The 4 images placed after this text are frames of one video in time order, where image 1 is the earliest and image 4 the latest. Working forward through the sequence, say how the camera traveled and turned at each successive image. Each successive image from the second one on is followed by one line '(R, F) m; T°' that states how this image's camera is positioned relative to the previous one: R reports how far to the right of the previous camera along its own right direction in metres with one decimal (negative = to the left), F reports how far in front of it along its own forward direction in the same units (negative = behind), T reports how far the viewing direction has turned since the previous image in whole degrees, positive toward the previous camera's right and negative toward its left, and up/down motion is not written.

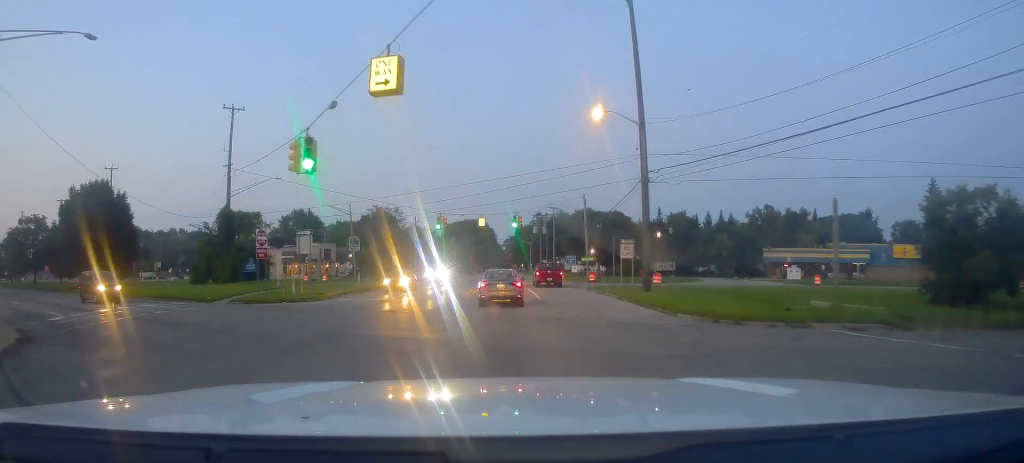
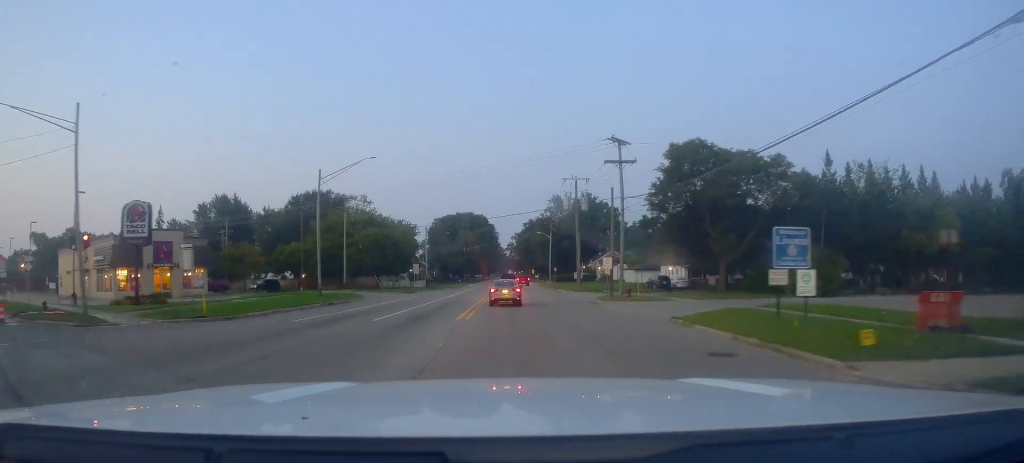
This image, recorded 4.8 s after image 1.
(-0.4, +56.1) m; -2°
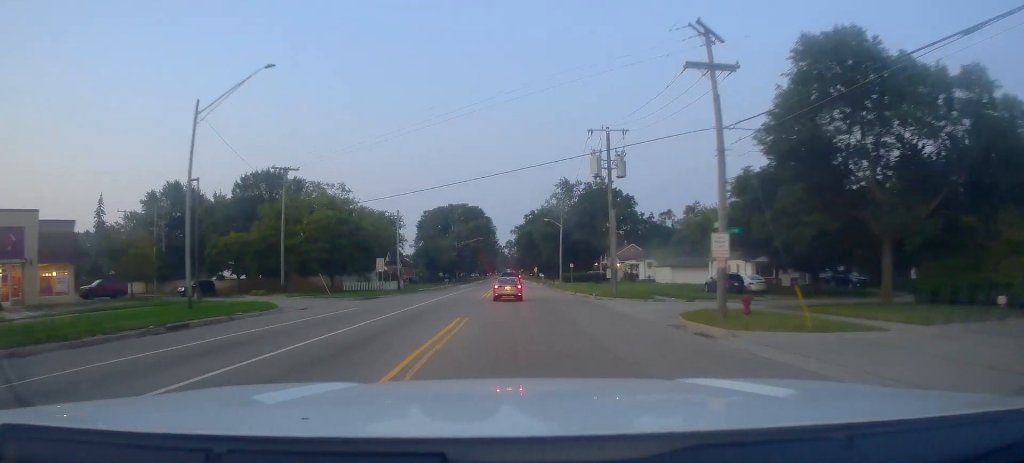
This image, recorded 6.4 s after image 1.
(-0.6, +21.5) m; -1°
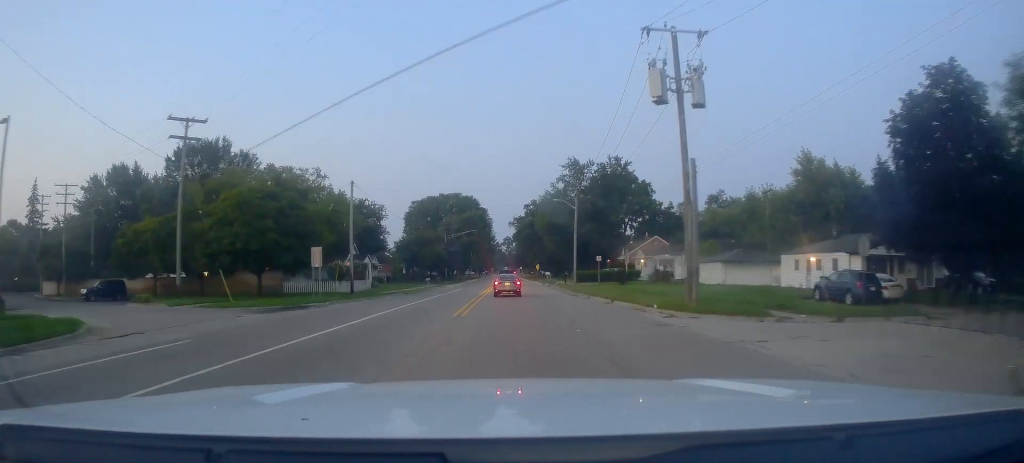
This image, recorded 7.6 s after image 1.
(+0.1, +18.4) m; 0°
